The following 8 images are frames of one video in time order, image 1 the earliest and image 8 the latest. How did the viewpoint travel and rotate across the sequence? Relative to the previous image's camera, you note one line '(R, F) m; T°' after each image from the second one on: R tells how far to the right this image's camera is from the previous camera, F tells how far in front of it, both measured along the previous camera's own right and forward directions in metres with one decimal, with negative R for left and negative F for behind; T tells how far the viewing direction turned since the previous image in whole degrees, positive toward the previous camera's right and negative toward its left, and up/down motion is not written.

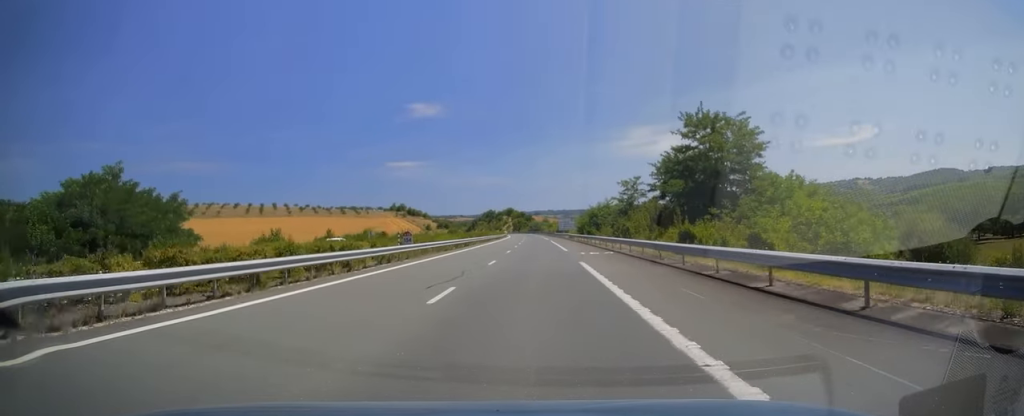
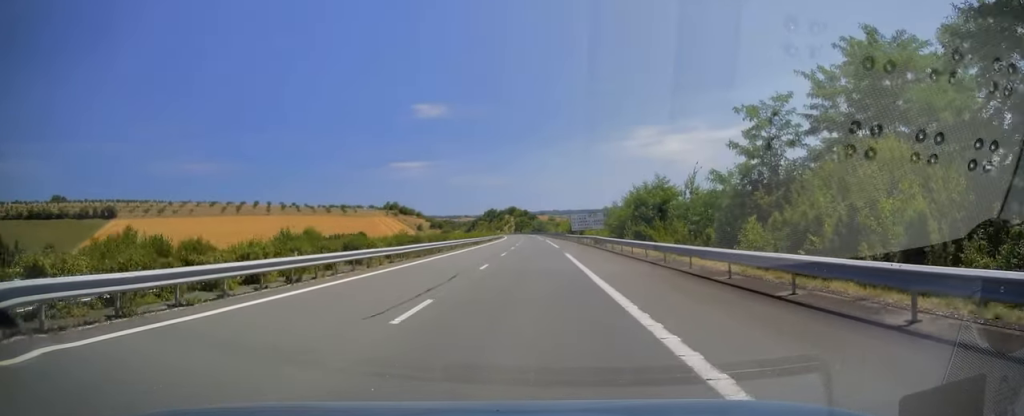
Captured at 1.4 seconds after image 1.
(0.0, +41.4) m; 0°
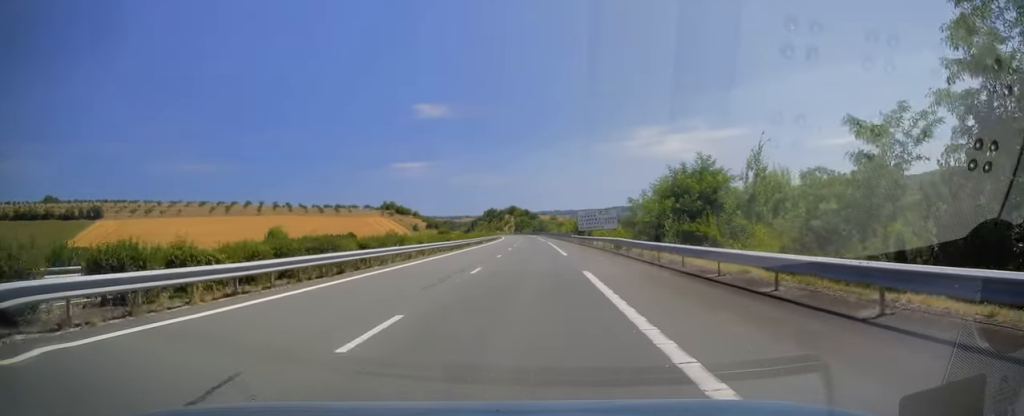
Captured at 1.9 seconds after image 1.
(0.0, +15.3) m; 0°
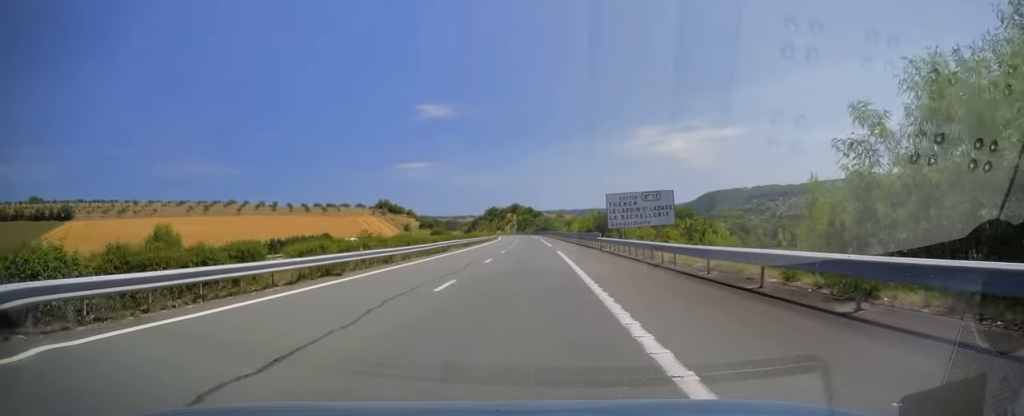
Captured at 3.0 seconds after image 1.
(-0.3, +31.5) m; -1°
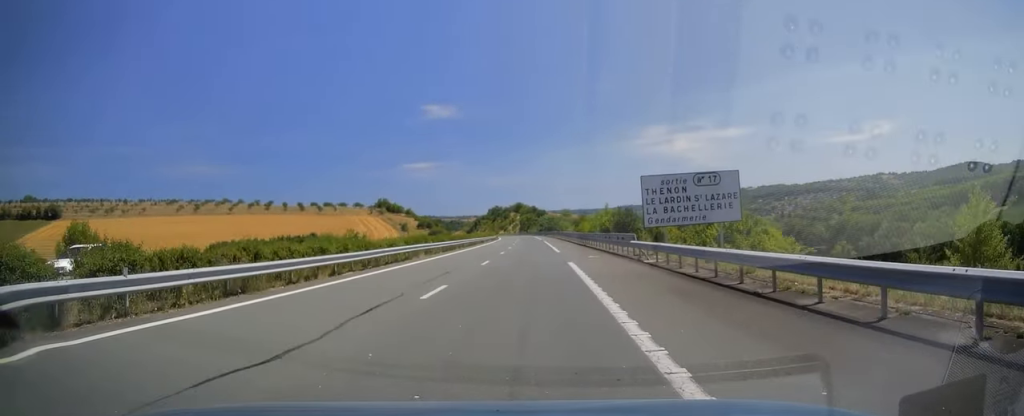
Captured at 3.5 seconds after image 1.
(-0.1, +14.8) m; 0°
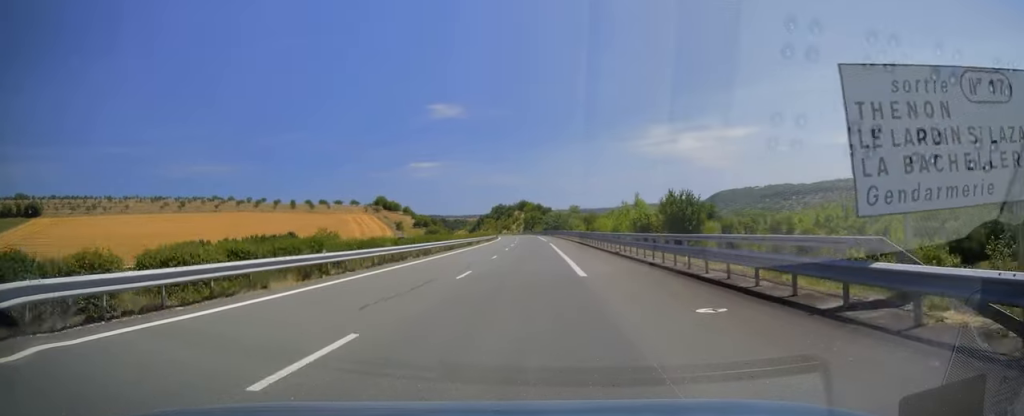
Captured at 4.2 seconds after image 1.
(0.0, +20.7) m; 0°
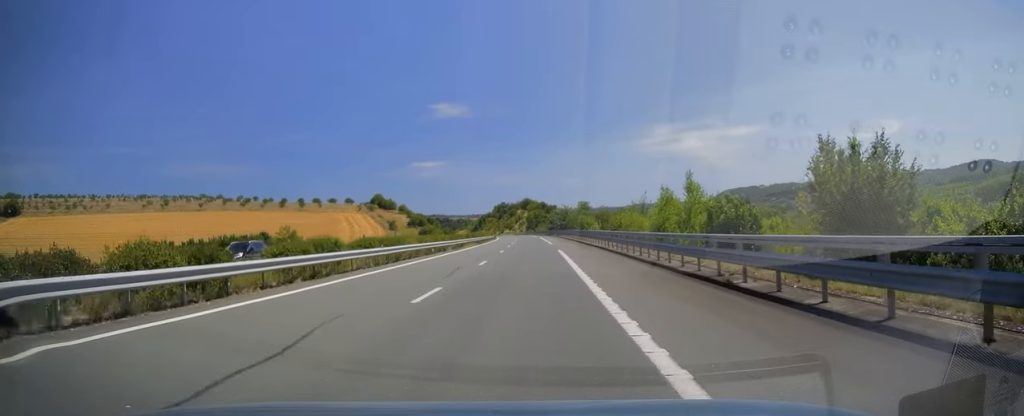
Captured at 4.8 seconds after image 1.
(0.0, +19.2) m; 0°
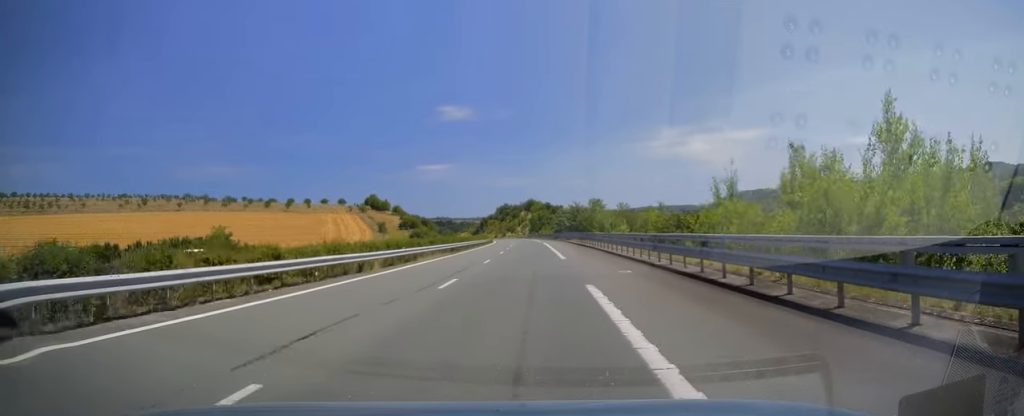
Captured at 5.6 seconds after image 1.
(-0.1, +22.7) m; -1°
